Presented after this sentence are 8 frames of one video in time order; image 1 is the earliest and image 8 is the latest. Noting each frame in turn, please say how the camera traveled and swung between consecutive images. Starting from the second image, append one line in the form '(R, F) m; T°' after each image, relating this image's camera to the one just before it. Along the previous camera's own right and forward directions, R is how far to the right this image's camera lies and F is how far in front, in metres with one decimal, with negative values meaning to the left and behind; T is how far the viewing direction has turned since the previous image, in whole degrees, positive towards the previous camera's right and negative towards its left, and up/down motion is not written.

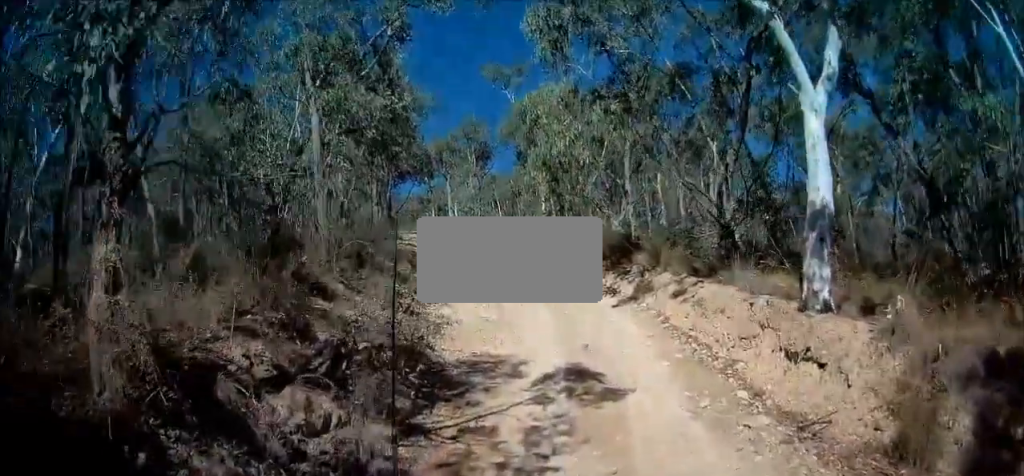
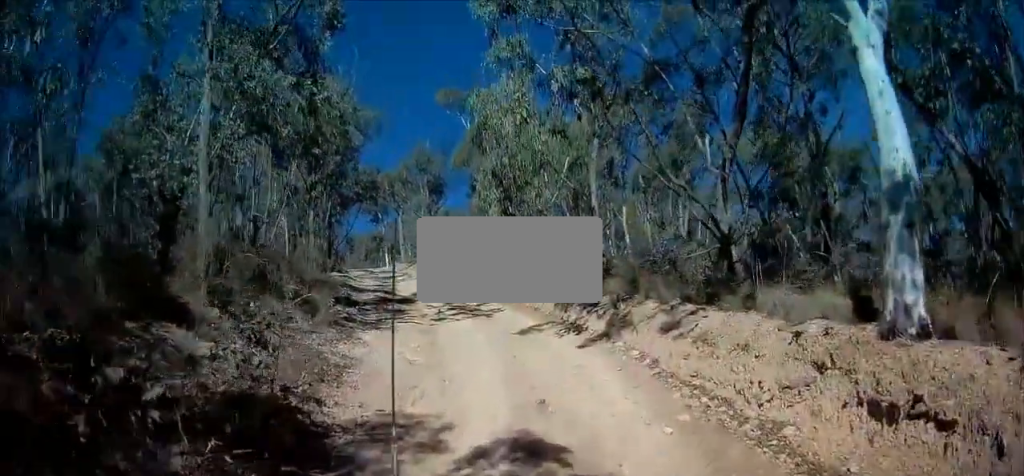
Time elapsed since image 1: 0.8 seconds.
(+0.4, +2.9) m; +9°
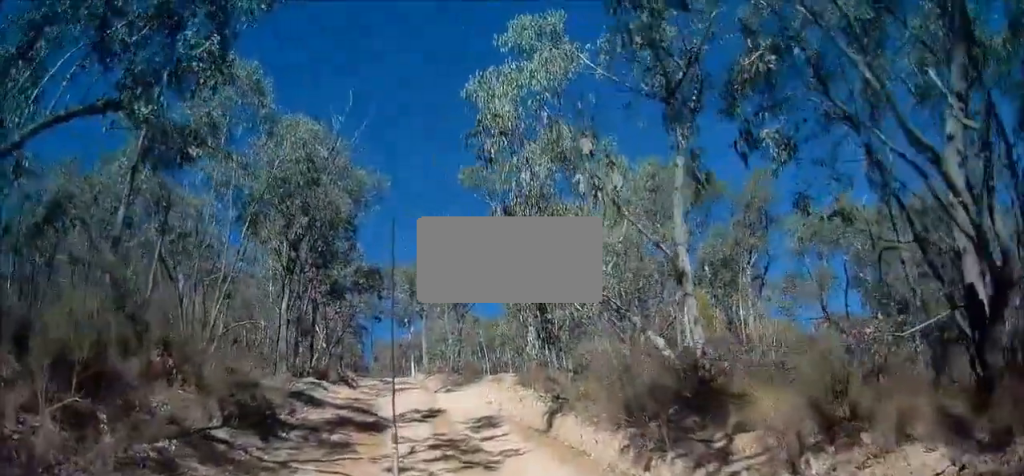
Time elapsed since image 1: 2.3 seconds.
(+0.2, +6.3) m; -5°
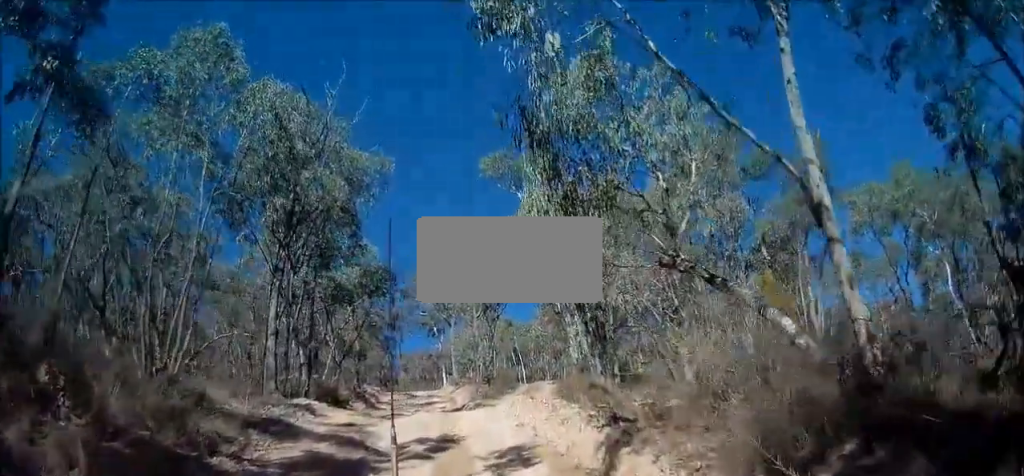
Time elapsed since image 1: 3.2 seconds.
(-0.4, +3.8) m; -10°
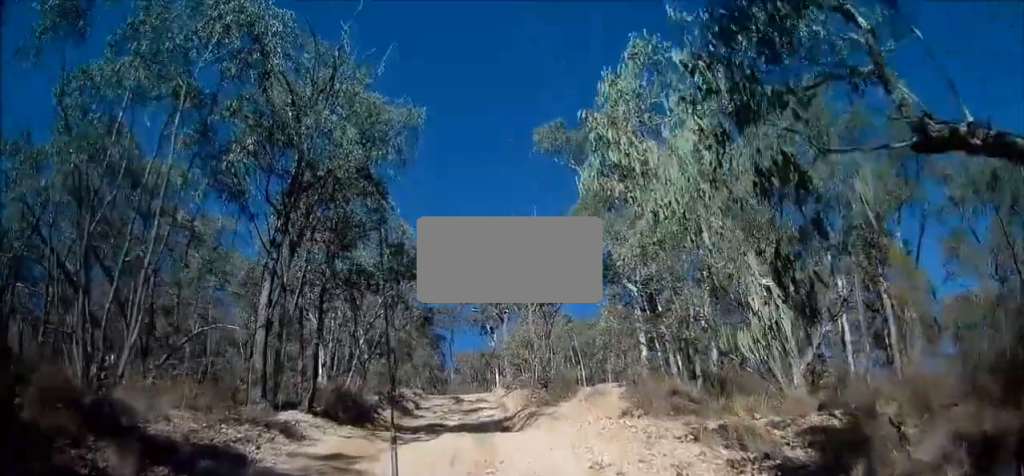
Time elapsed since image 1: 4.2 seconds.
(-0.4, +4.3) m; -6°
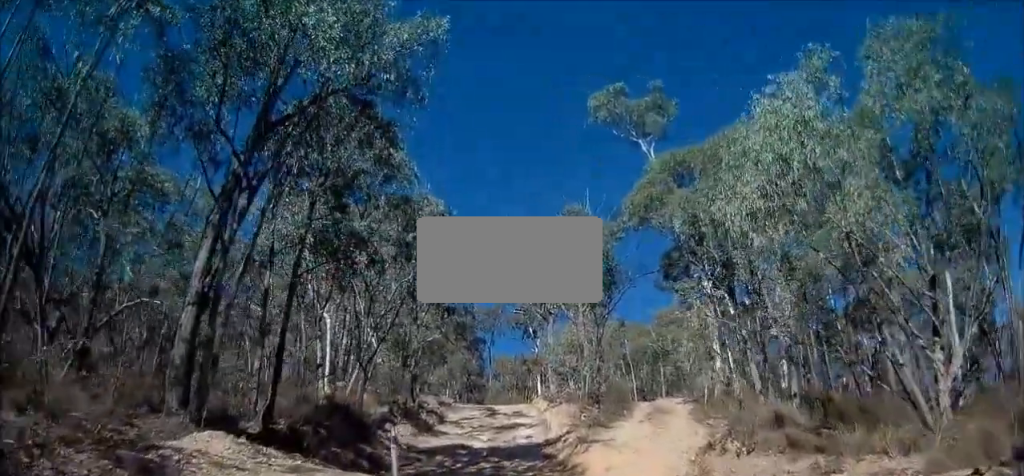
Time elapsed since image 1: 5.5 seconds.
(-0.1, +5.0) m; +5°
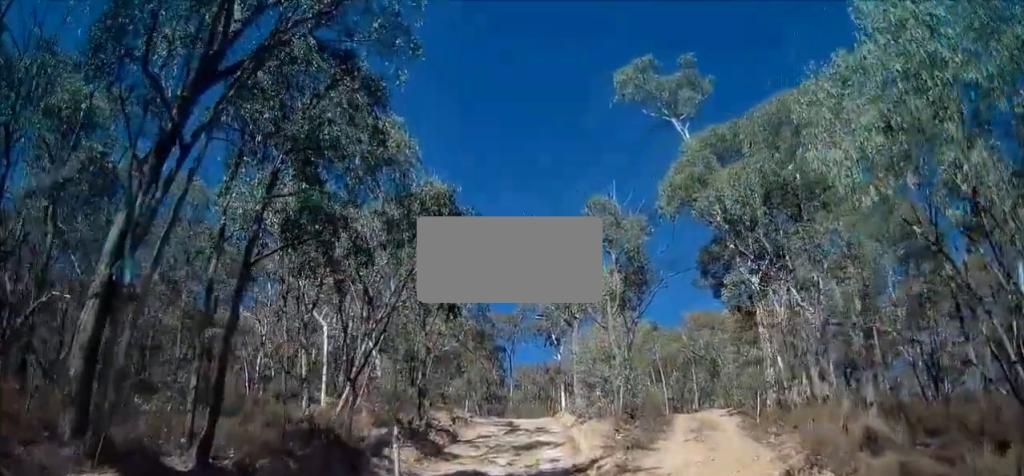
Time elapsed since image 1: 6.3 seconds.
(+0.4, +3.2) m; -5°
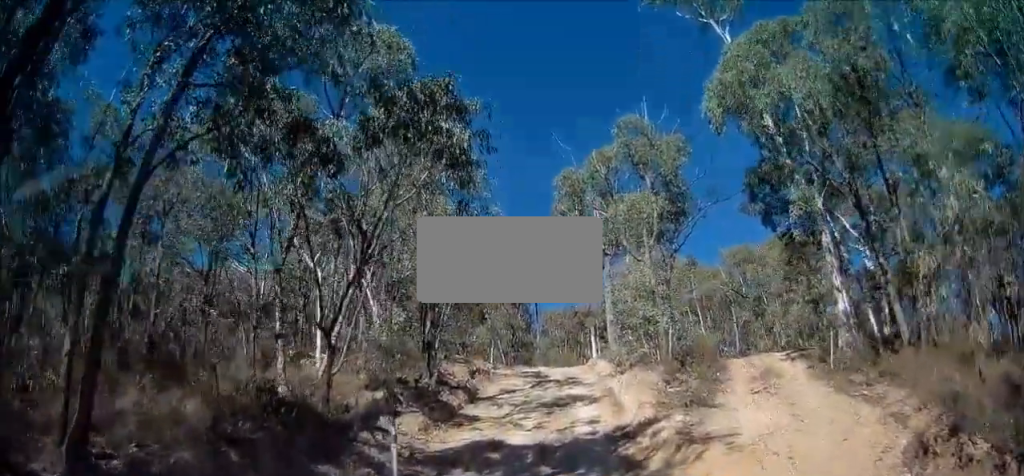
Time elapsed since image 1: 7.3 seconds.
(-0.6, +3.2) m; -4°
